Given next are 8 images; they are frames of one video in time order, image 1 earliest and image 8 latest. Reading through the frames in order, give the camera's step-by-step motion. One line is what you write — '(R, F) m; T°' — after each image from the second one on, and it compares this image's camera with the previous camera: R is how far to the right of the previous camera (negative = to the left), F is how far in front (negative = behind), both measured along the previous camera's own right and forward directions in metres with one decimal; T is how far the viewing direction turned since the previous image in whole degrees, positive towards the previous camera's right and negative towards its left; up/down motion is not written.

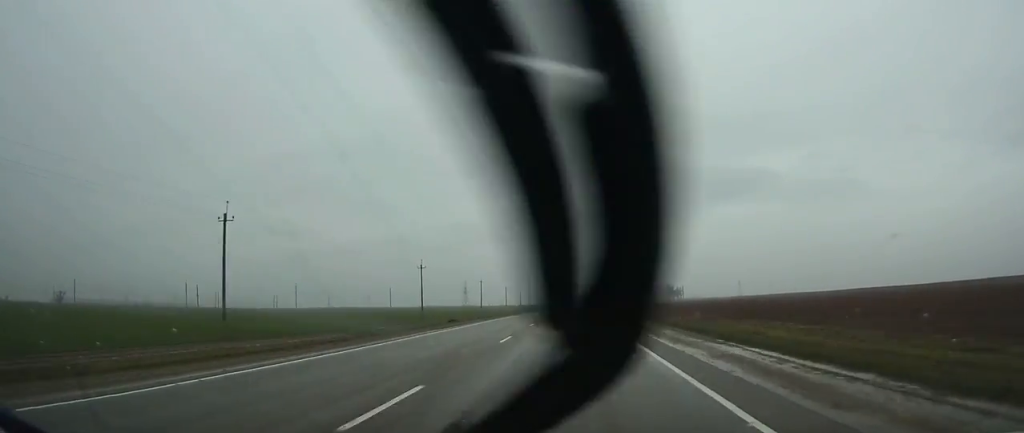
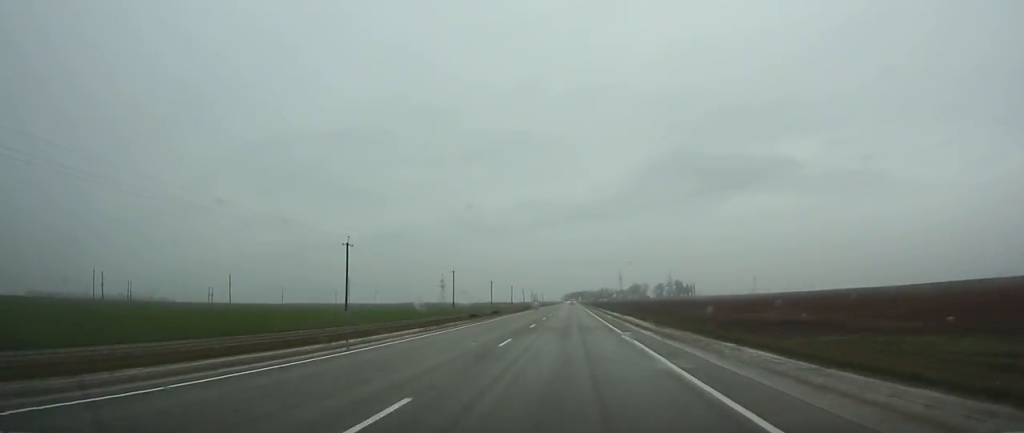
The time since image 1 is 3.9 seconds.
(+0.1, +96.7) m; 0°
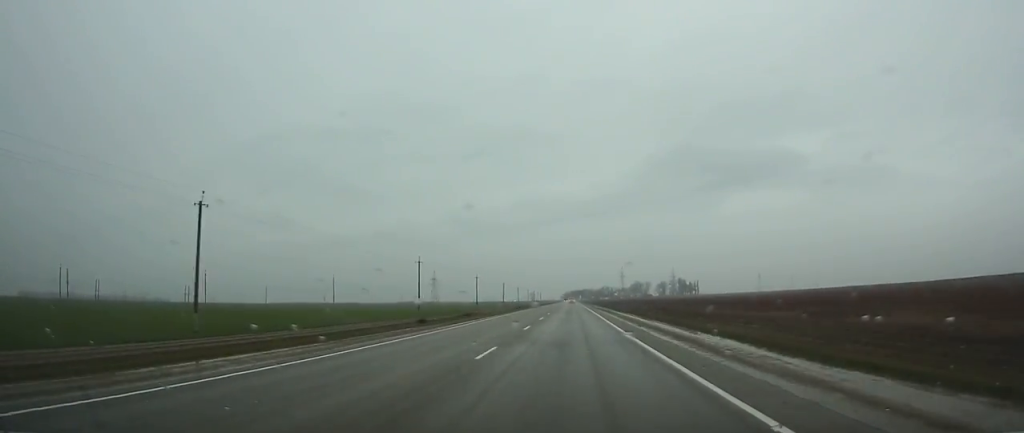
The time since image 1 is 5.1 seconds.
(0.0, +27.9) m; 0°
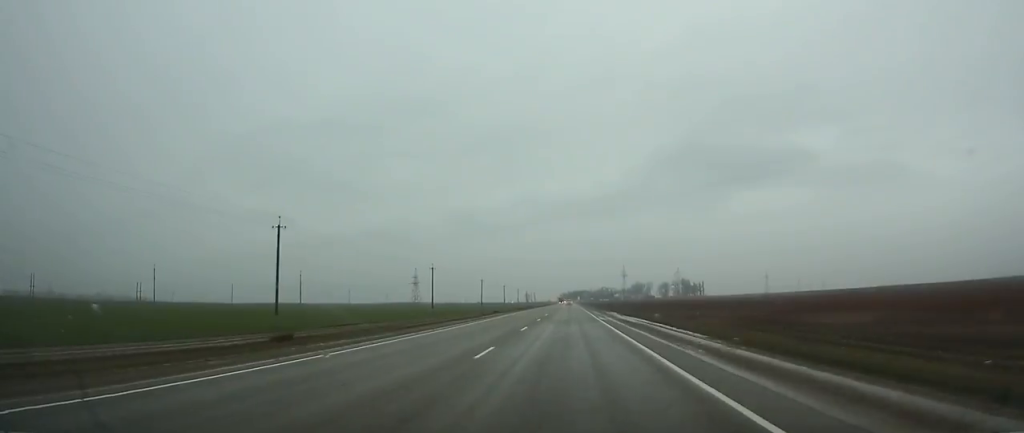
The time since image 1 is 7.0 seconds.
(+0.1, +47.2) m; 0°
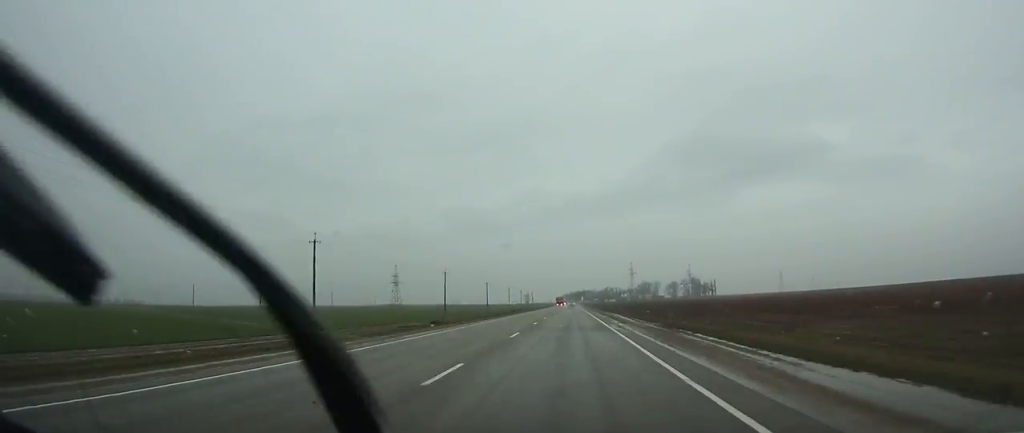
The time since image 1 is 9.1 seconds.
(0.0, +51.6) m; 0°
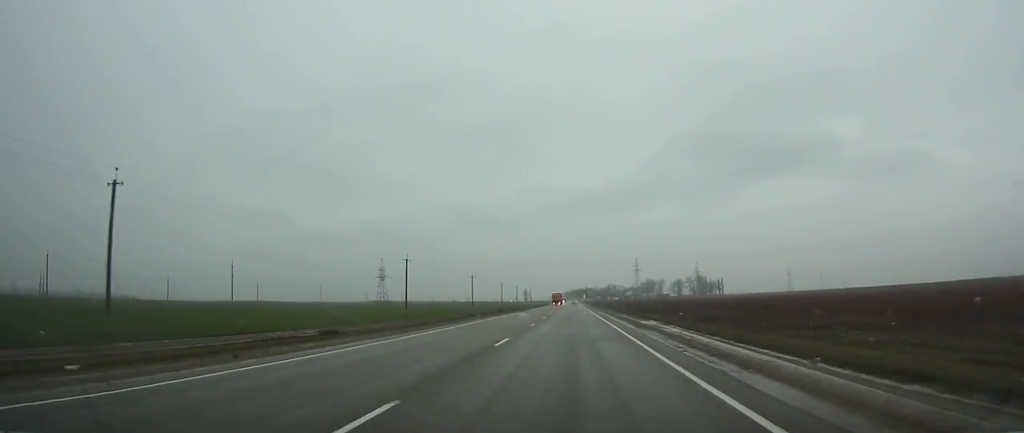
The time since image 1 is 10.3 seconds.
(0.0, +28.9) m; 0°
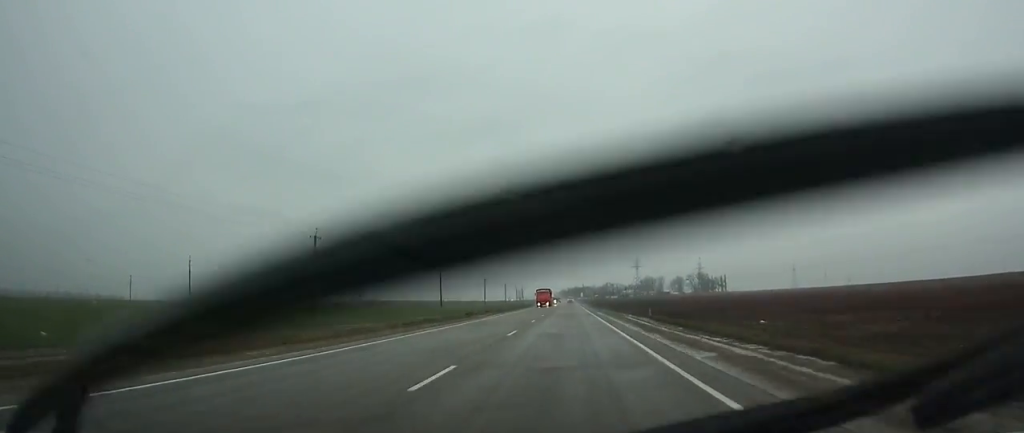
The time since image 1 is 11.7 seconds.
(0.0, +31.9) m; 0°
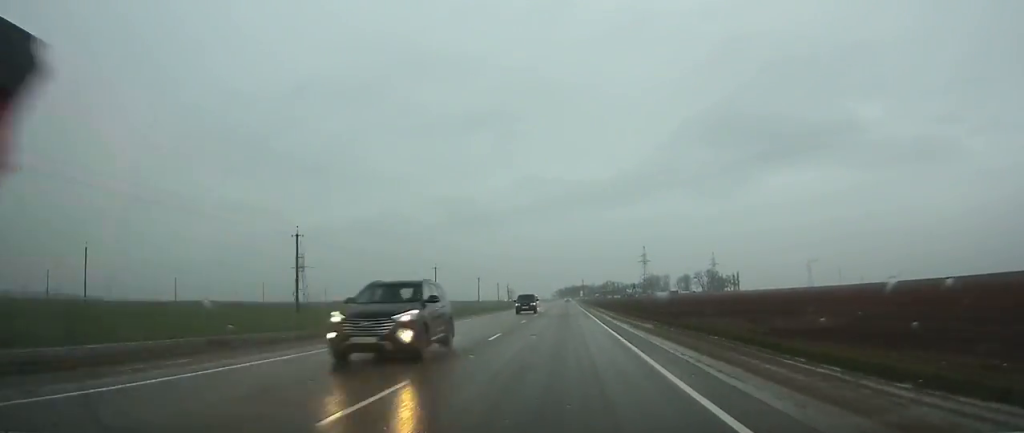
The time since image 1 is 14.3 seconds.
(0.0, +62.3) m; 0°
